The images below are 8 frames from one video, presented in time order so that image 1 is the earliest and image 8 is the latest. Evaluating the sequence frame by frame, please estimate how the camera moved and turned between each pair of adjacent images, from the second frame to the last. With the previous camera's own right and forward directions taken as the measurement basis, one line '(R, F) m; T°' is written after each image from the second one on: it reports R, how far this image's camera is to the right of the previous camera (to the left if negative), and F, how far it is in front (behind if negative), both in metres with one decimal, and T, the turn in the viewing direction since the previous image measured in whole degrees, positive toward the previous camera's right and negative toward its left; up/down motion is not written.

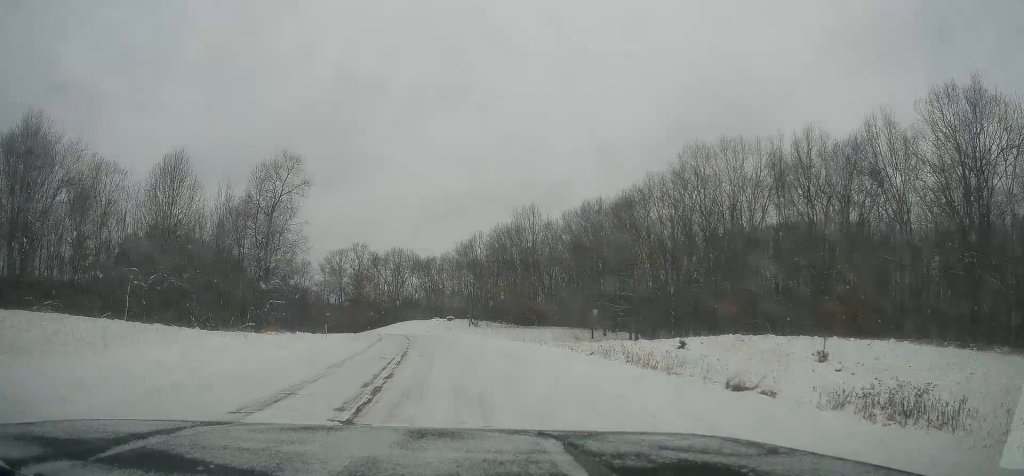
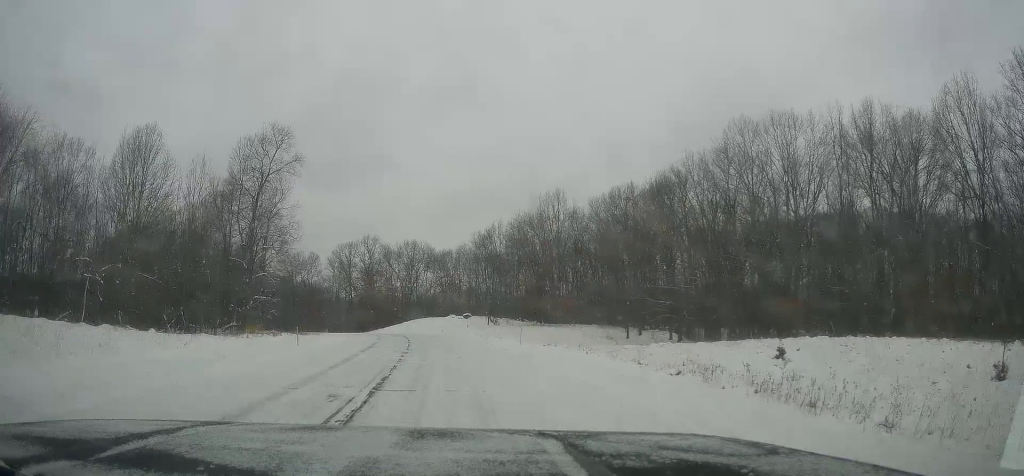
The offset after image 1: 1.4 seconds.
(+0.3, +8.5) m; +3°
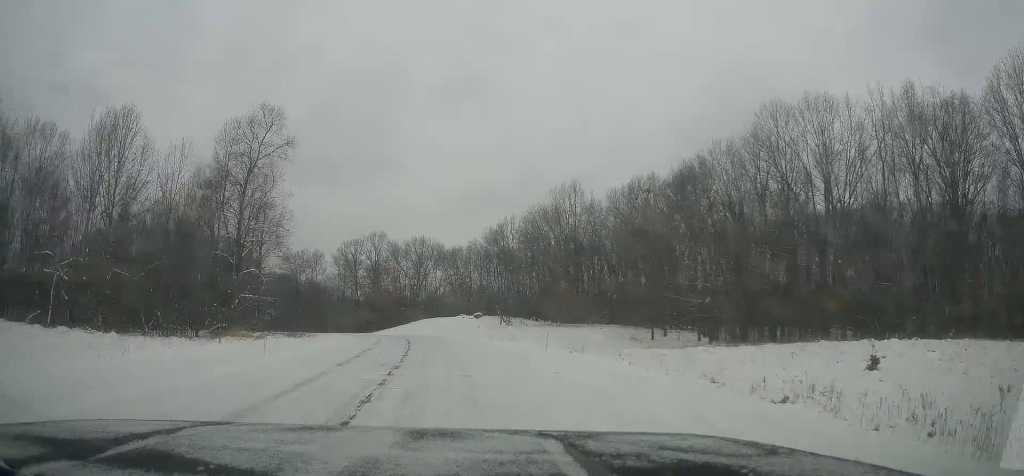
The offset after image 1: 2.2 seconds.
(+0.1, +5.1) m; -1°
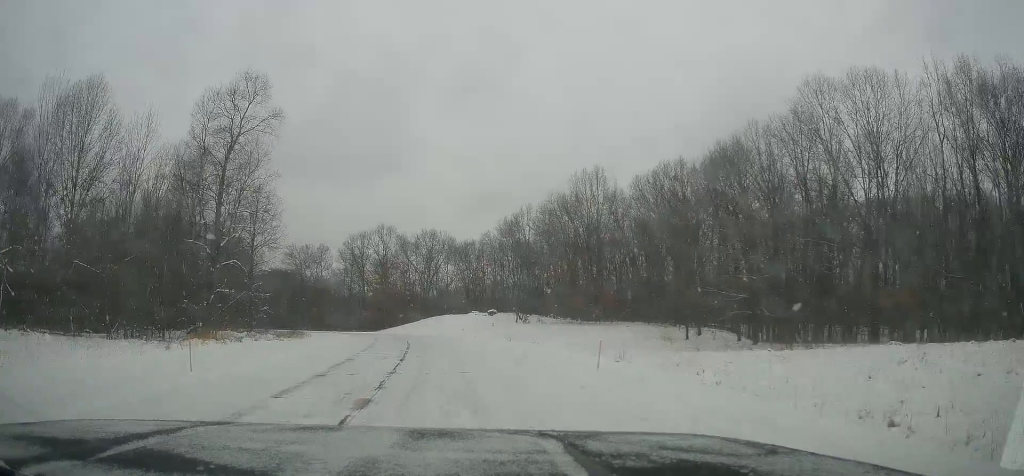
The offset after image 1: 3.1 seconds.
(-0.3, +6.5) m; -4°
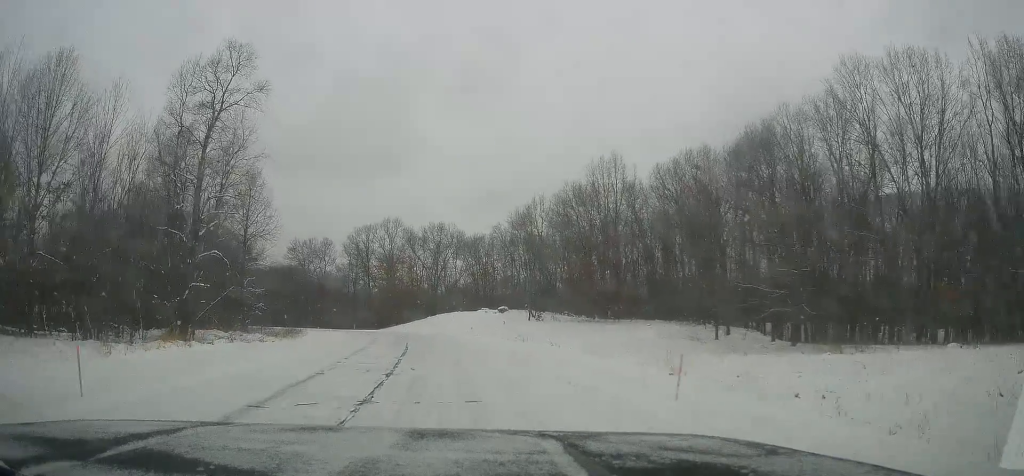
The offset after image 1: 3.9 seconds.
(-0.1, +5.1) m; -1°
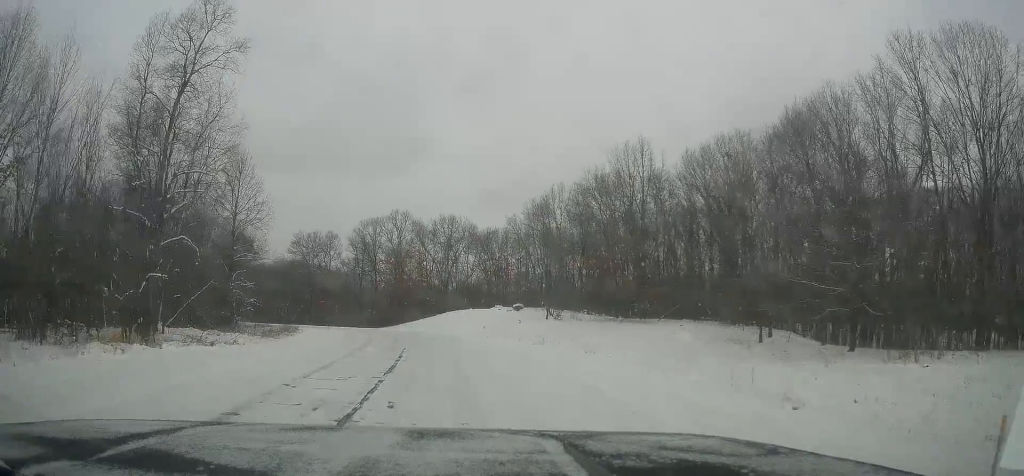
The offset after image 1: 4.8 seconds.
(0.0, +6.5) m; -2°
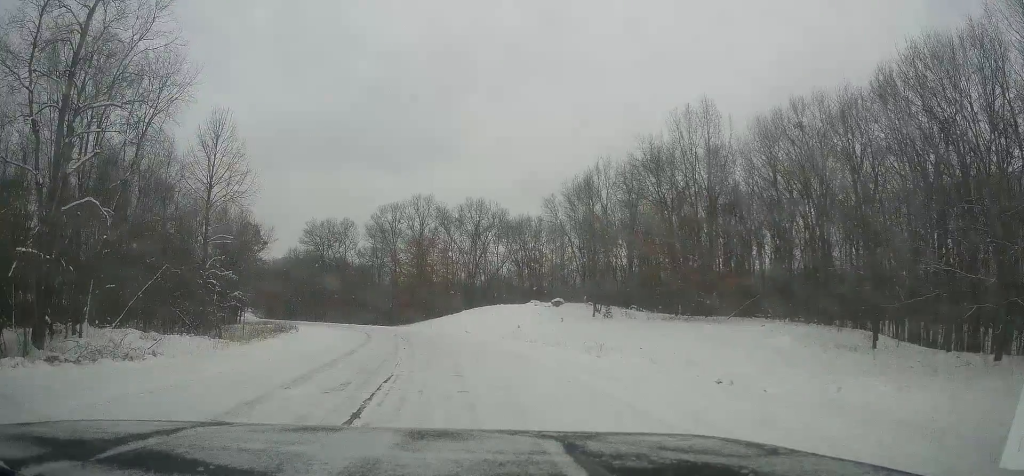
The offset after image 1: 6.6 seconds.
(-0.1, +11.7) m; +5°
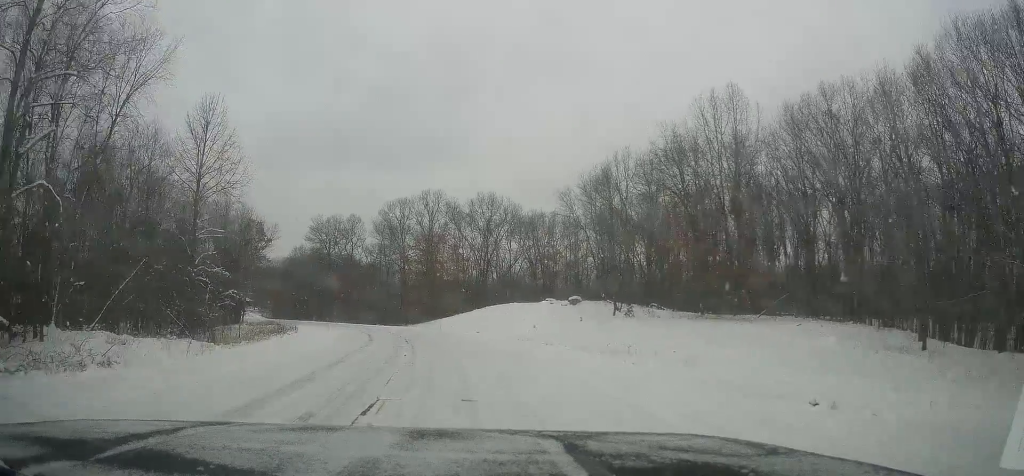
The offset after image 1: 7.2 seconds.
(+0.1, +3.8) m; +2°
